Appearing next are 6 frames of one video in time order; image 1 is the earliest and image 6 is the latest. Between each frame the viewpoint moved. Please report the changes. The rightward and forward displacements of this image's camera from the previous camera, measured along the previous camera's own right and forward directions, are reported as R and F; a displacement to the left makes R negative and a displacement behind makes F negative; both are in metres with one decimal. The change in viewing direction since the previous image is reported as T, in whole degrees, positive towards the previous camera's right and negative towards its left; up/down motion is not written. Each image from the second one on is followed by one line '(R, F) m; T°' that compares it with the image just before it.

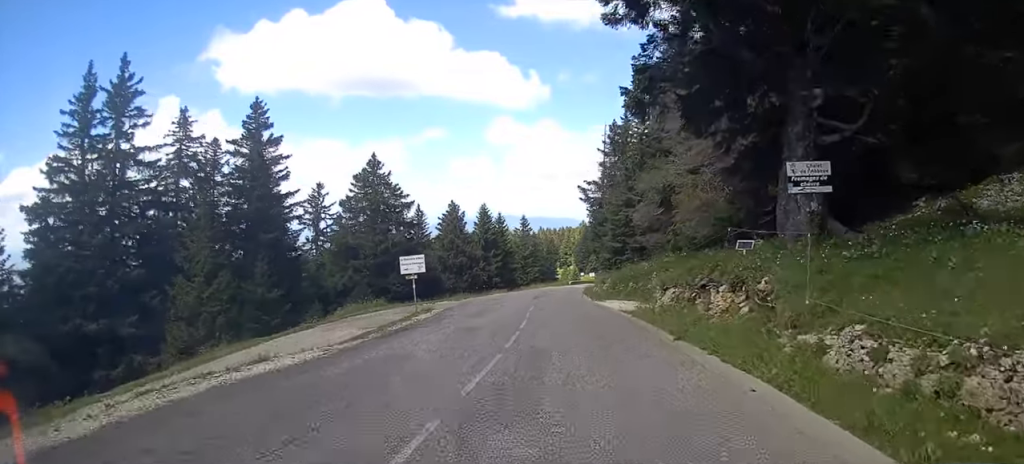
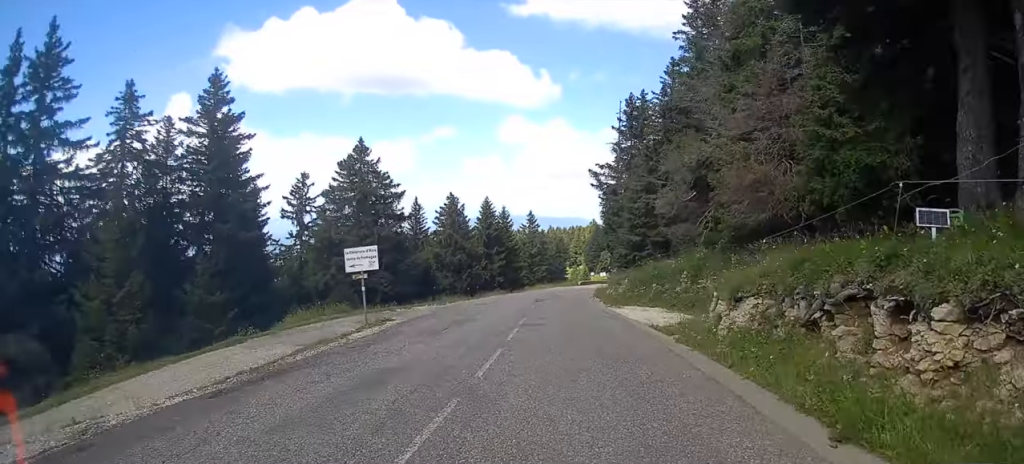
(0.0, +7.6) m; -1°
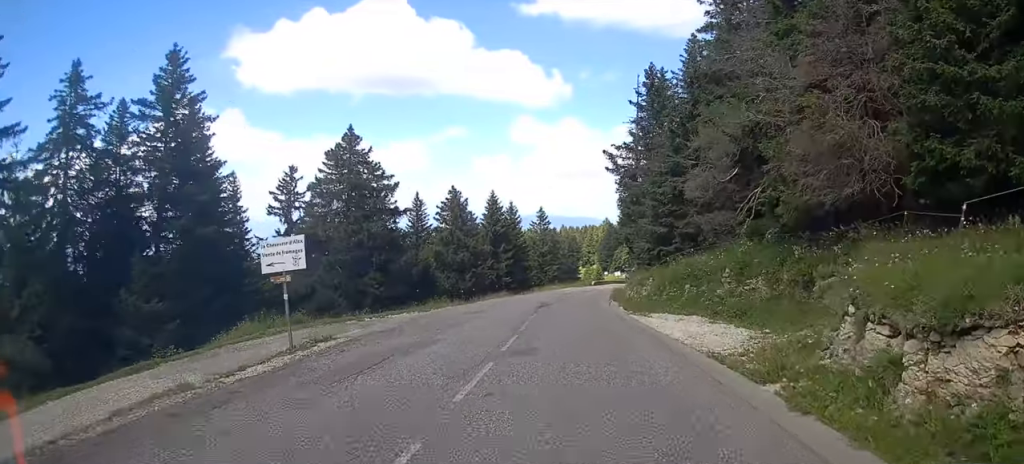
(-0.1, +6.2) m; -1°
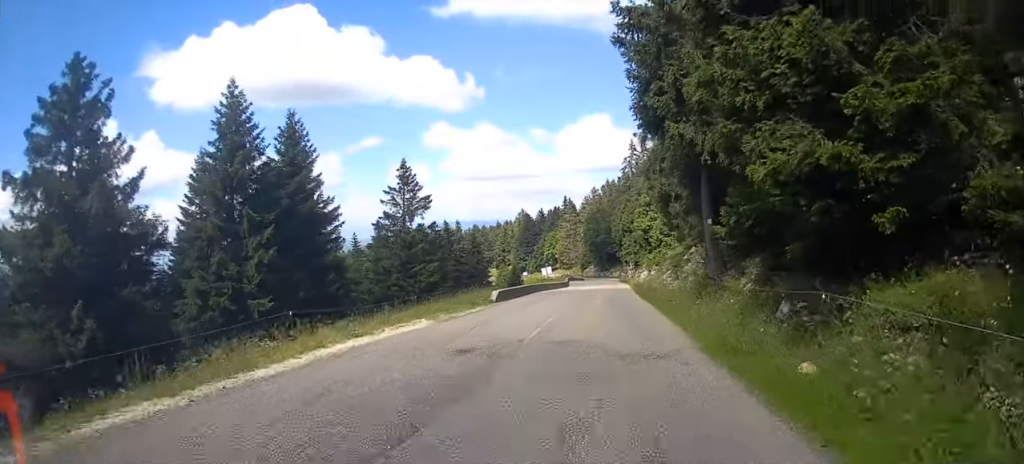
(+2.1, +52.7) m; +6°
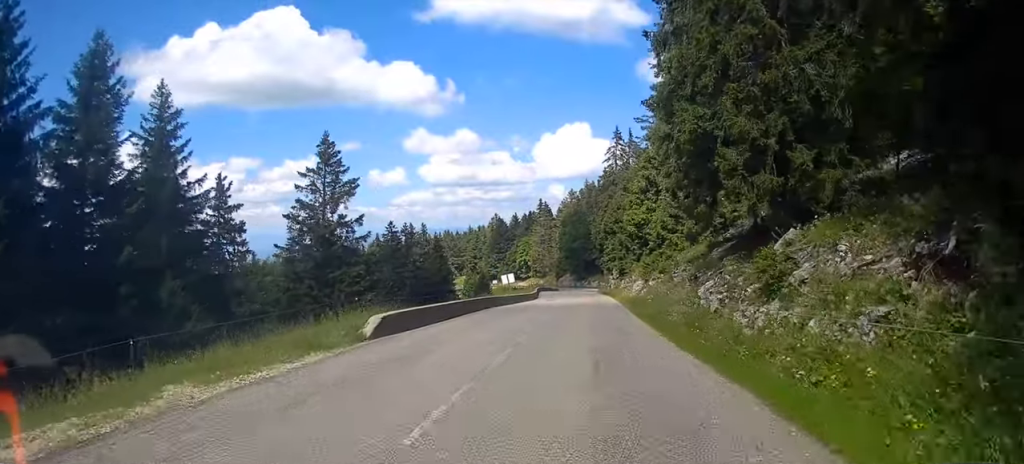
(+0.5, +14.9) m; +3°
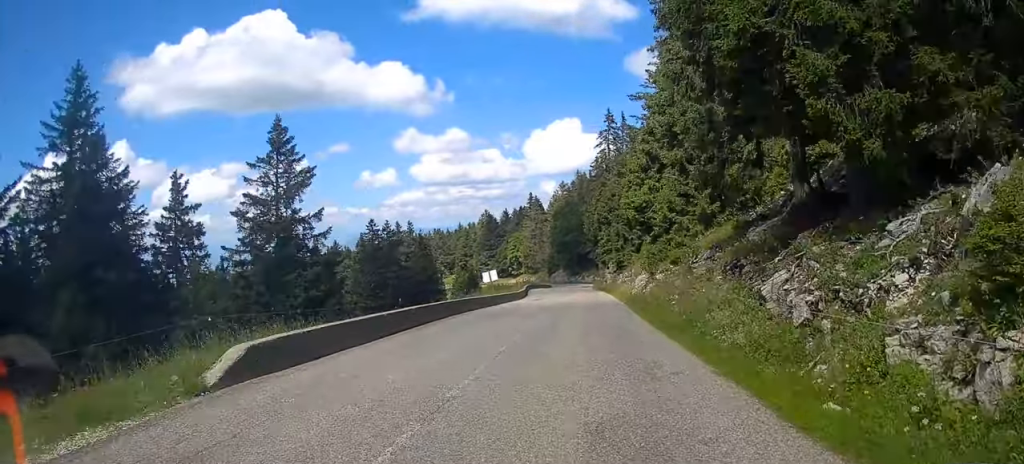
(+0.1, +6.4) m; +1°
